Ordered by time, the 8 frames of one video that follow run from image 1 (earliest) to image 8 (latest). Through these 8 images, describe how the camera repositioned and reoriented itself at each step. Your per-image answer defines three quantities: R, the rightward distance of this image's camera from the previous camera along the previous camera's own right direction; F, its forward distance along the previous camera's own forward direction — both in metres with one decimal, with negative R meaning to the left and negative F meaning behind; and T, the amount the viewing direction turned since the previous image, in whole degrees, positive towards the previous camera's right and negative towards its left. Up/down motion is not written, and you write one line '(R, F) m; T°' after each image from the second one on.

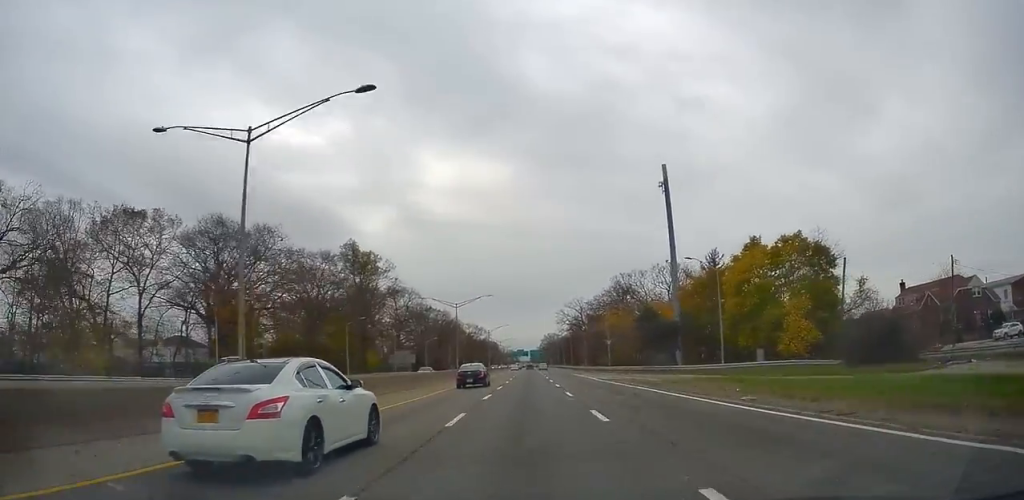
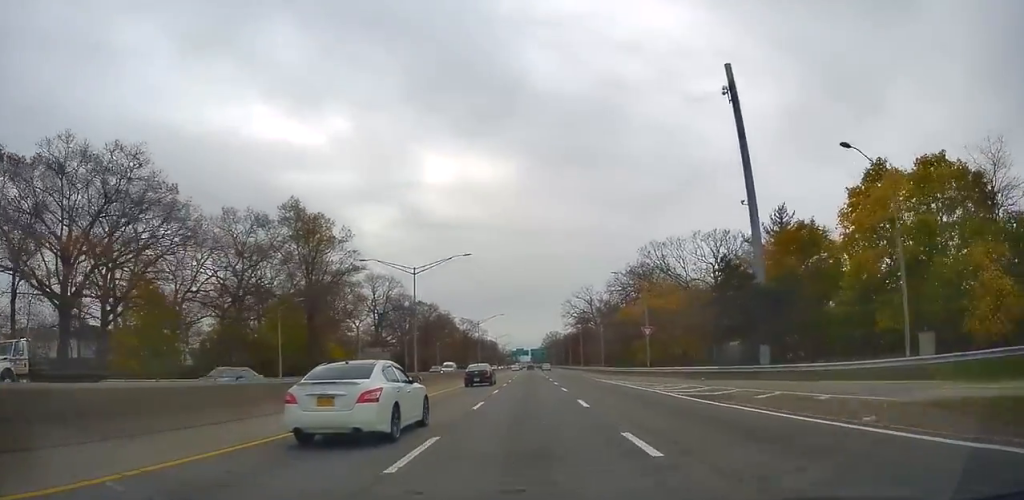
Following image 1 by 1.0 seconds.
(0.0, +26.0) m; 0°
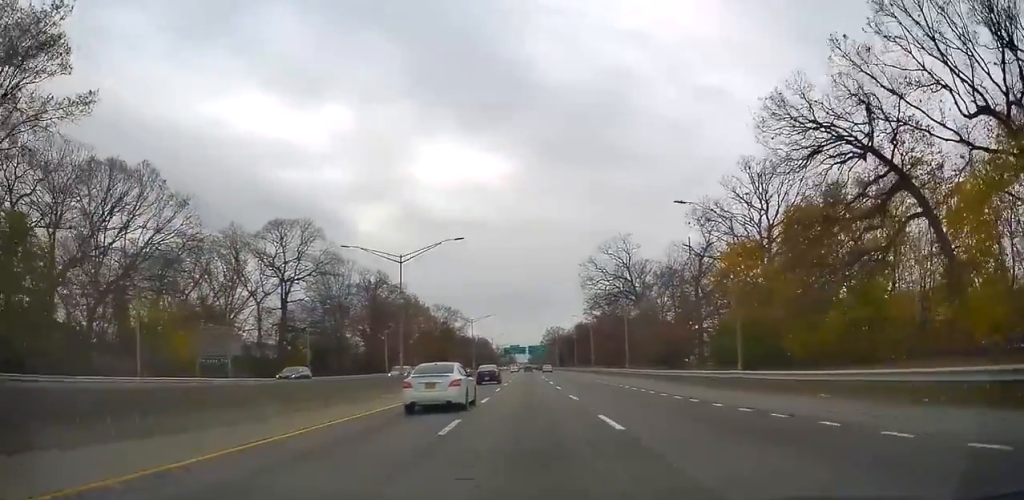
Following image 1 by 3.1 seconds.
(-0.1, +56.2) m; 0°
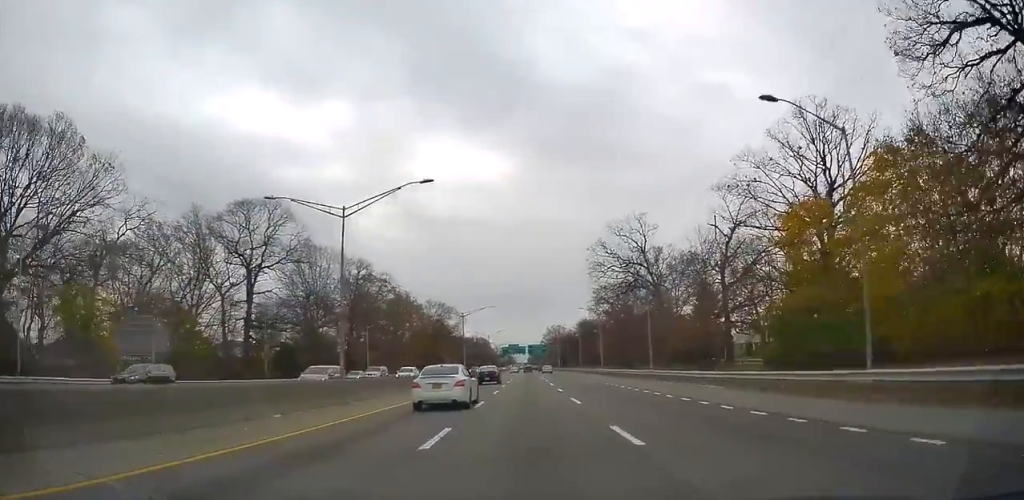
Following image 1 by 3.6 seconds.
(0.0, +12.1) m; 0°
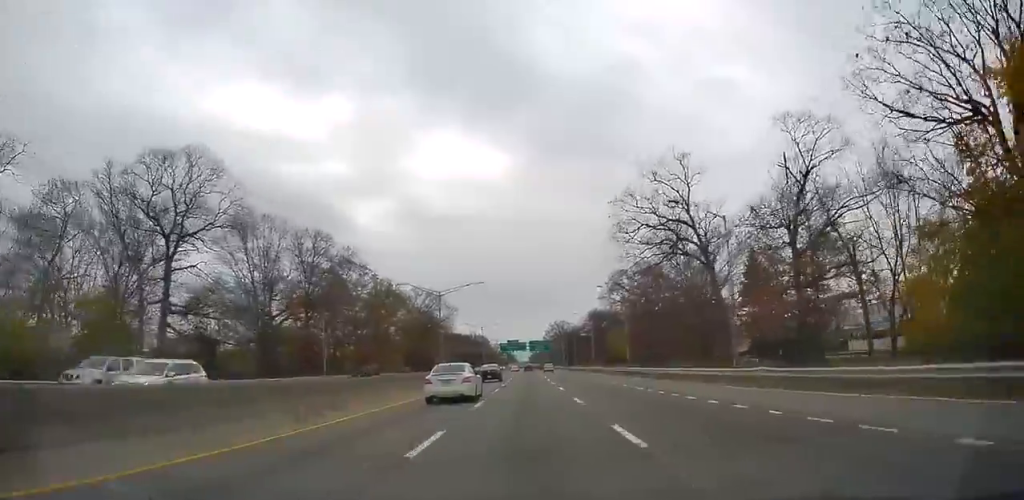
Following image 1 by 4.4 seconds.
(0.0, +20.7) m; 0°
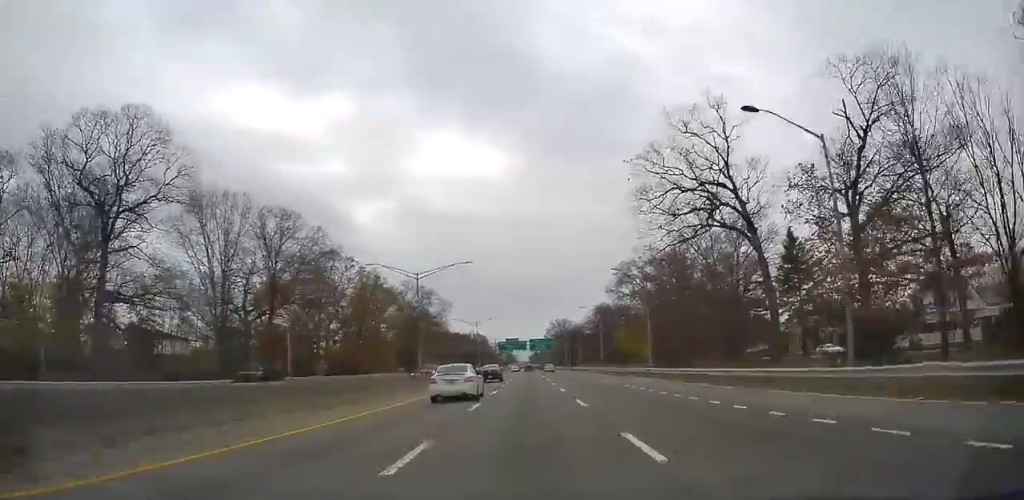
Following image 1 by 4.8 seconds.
(0.0, +11.3) m; 0°
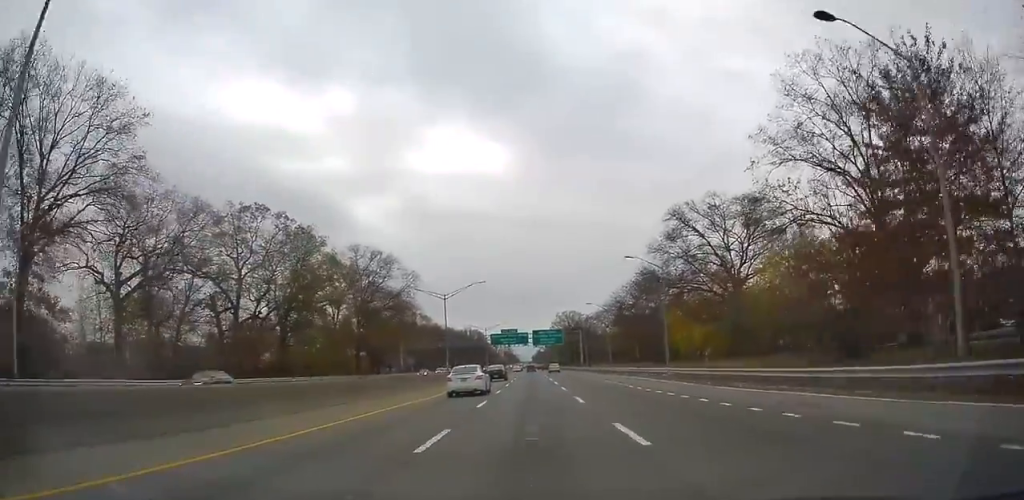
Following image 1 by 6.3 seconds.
(+0.5, +38.4) m; 0°
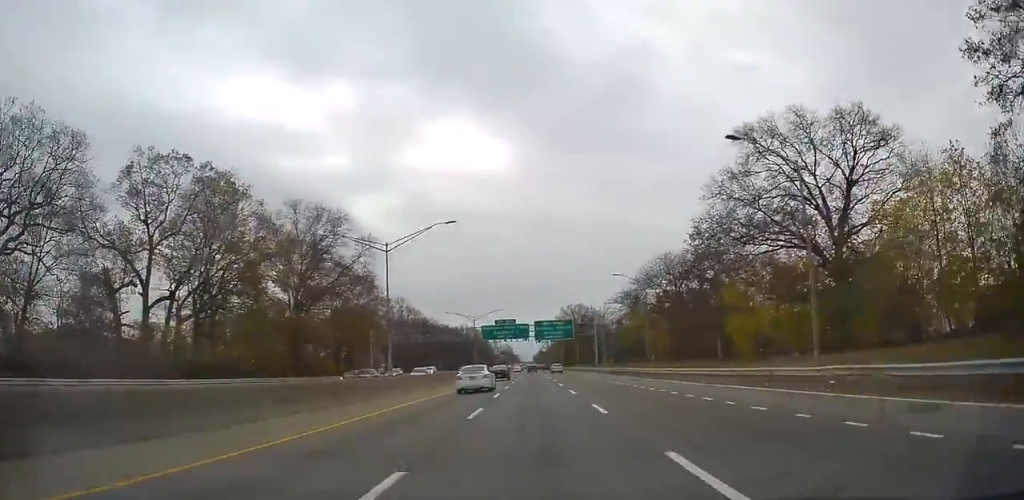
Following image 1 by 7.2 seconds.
(-0.4, +24.4) m; -1°
